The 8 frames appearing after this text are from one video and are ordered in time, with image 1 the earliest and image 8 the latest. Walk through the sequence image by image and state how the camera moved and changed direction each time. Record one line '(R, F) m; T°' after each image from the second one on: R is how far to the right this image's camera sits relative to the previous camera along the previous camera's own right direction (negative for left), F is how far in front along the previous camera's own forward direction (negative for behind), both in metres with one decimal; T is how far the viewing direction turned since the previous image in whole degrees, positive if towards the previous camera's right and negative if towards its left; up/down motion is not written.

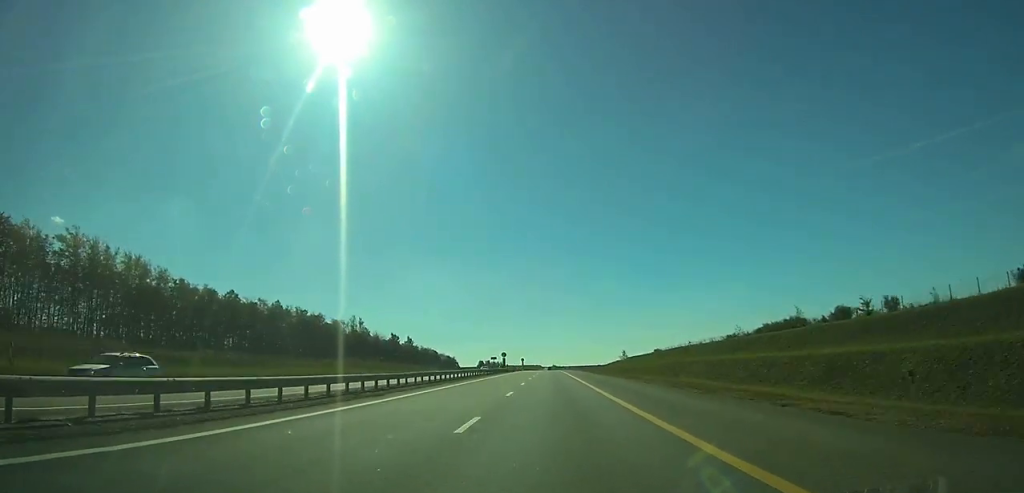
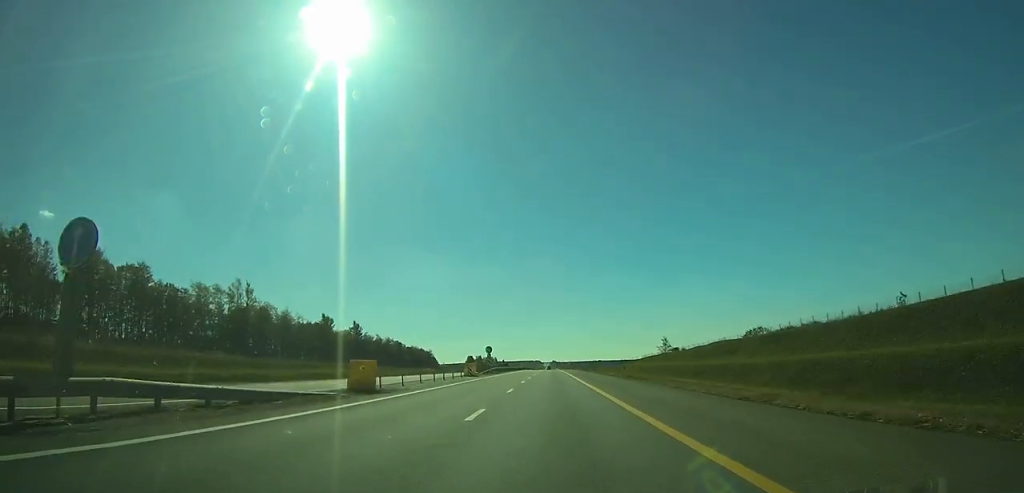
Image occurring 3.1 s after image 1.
(0.0, +93.6) m; 0°
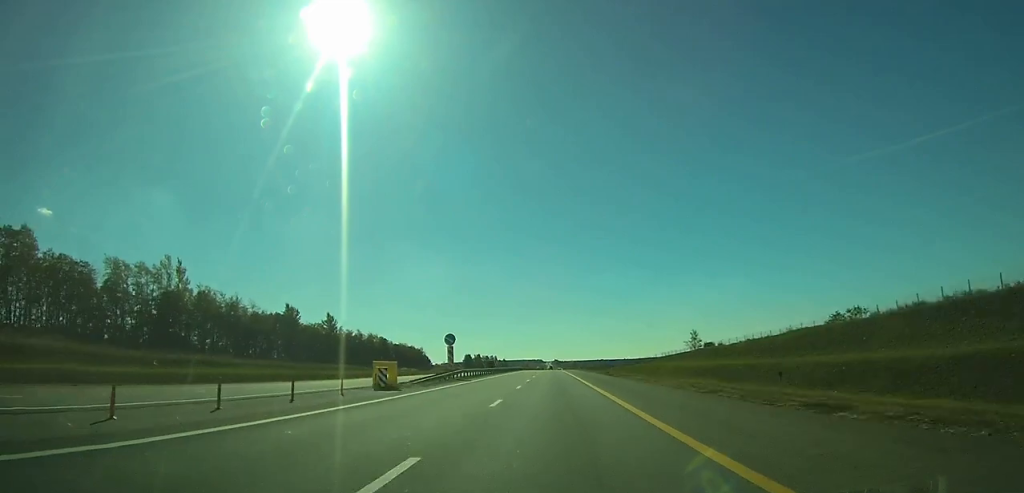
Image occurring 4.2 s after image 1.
(0.0, +31.8) m; 0°
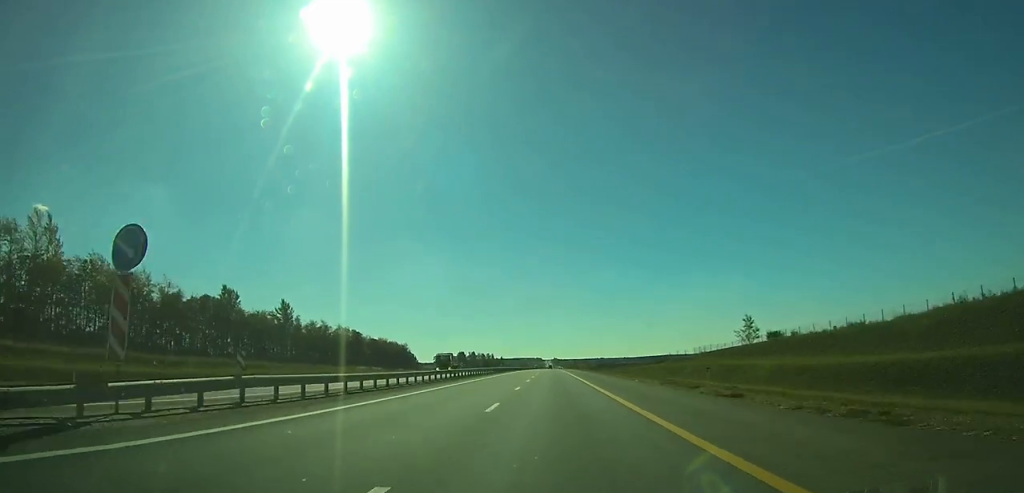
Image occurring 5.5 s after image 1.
(0.0, +37.7) m; 0°
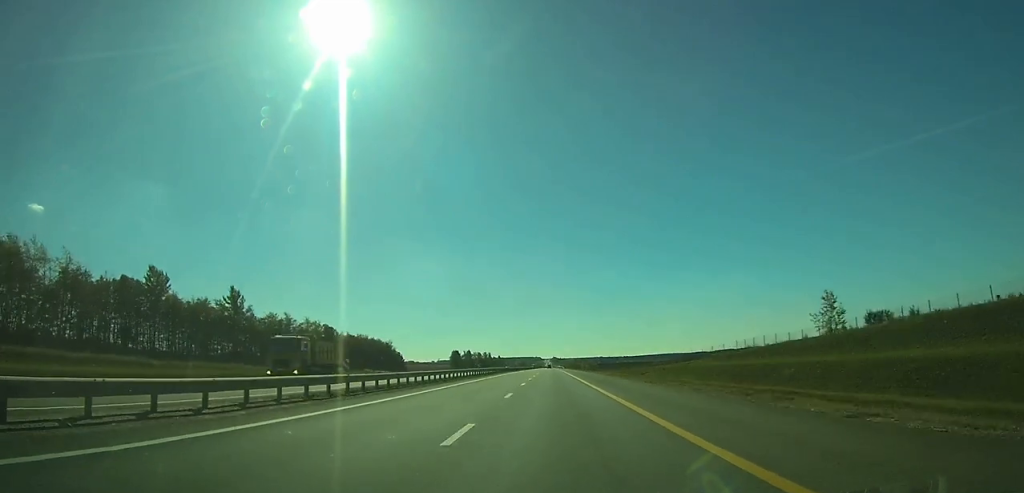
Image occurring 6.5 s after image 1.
(0.0, +29.6) m; 0°
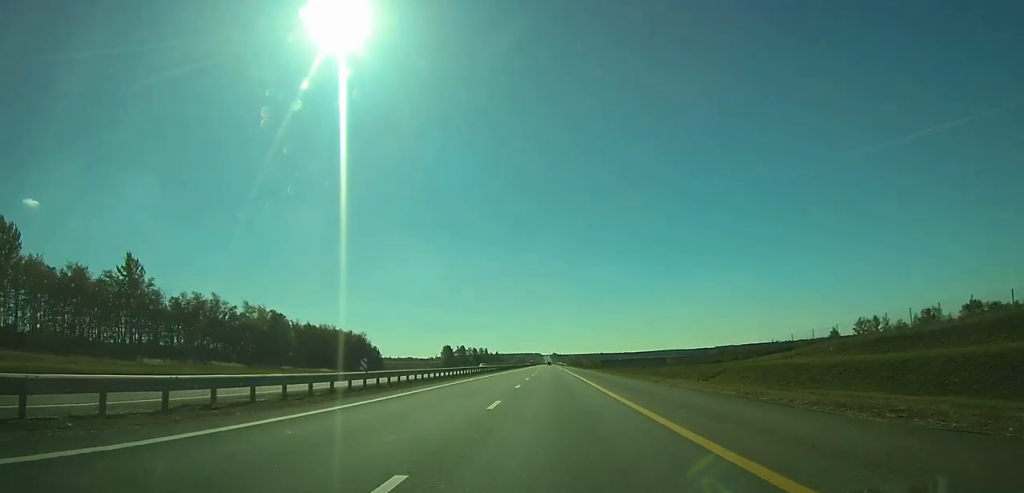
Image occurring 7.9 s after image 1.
(0.0, +41.3) m; 0°
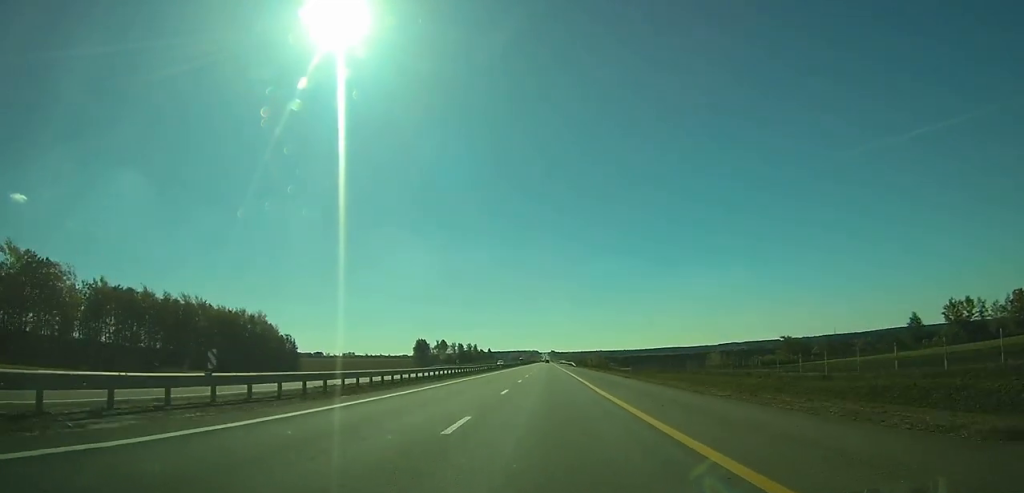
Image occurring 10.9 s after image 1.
(0.0, +89.4) m; 0°
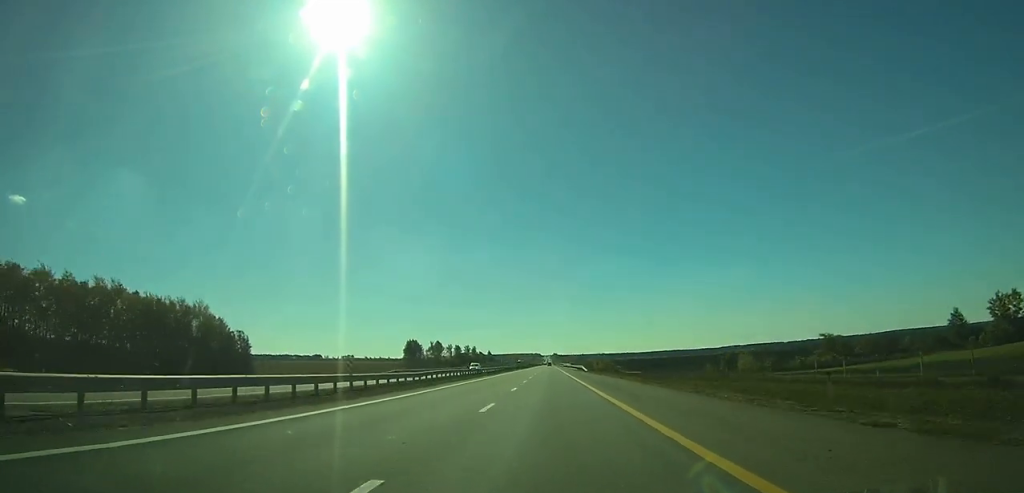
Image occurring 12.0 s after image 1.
(0.0, +30.8) m; 0°
